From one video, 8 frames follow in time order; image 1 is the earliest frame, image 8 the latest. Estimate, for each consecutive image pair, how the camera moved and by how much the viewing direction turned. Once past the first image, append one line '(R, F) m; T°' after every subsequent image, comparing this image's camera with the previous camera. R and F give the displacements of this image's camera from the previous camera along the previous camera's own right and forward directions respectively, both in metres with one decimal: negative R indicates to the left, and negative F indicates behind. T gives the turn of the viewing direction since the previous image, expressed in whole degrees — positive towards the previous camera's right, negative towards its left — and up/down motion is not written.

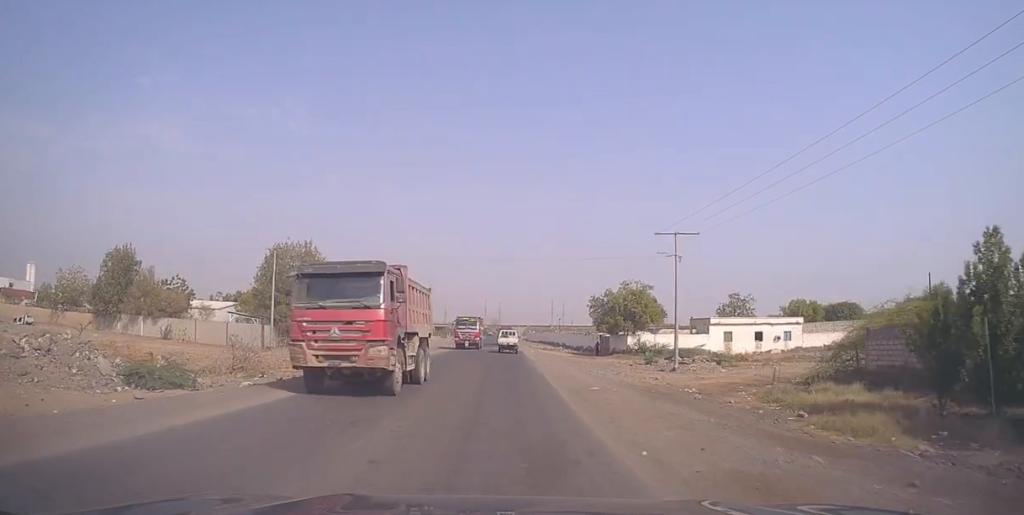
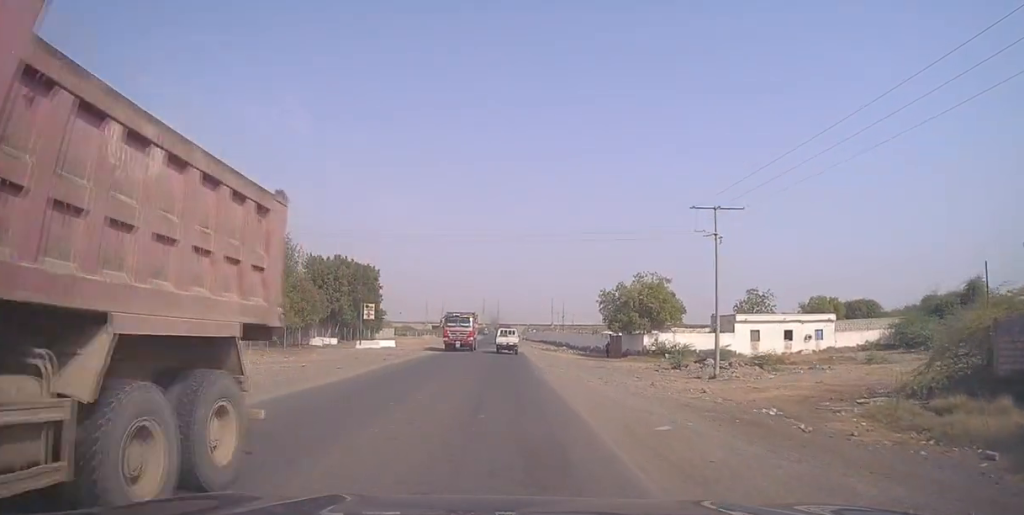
(+0.4, +8.5) m; +2°
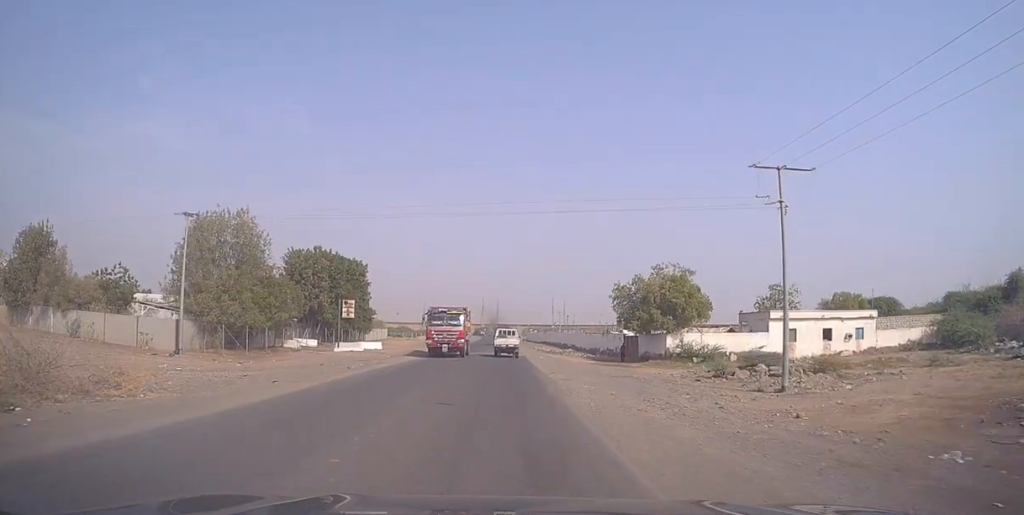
(0.0, +8.9) m; +1°
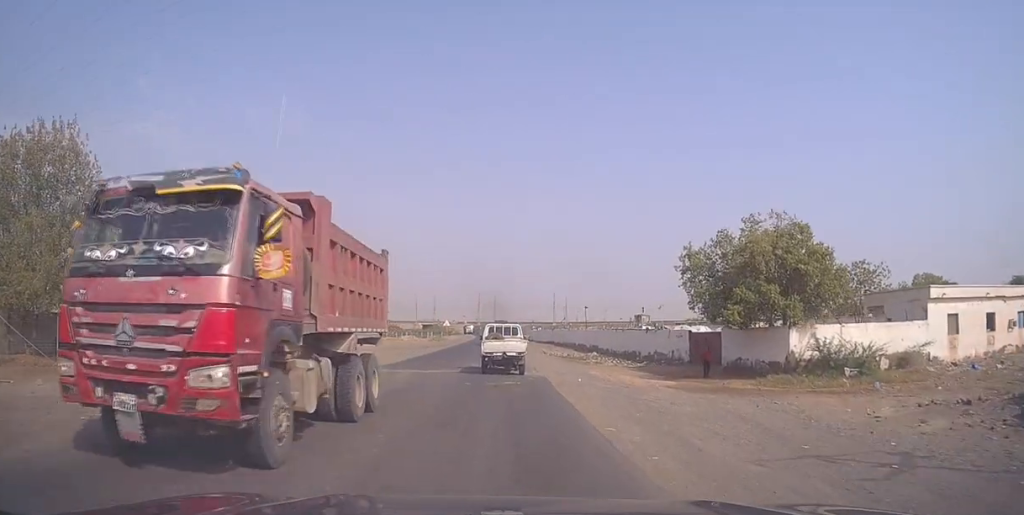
(+0.2, +24.6) m; 0°
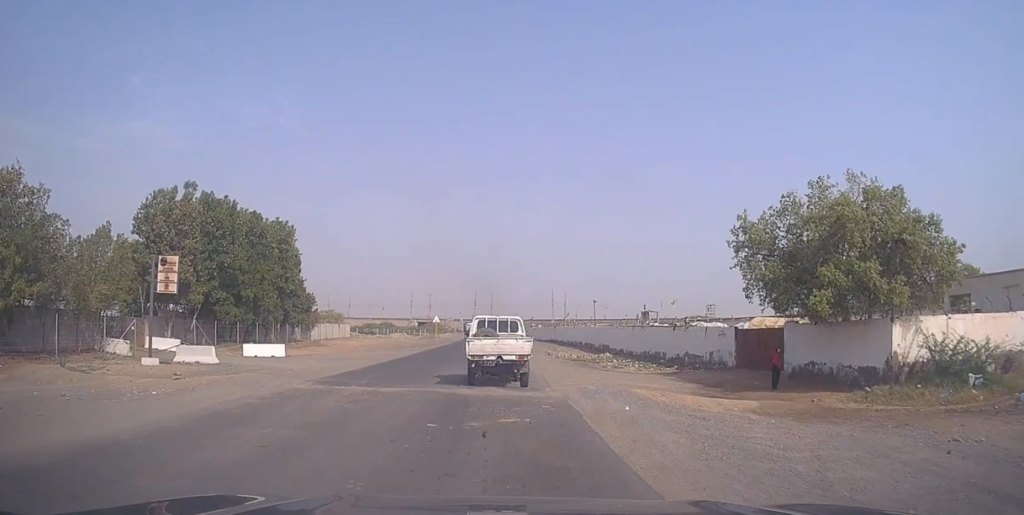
(-0.2, +10.4) m; -1°
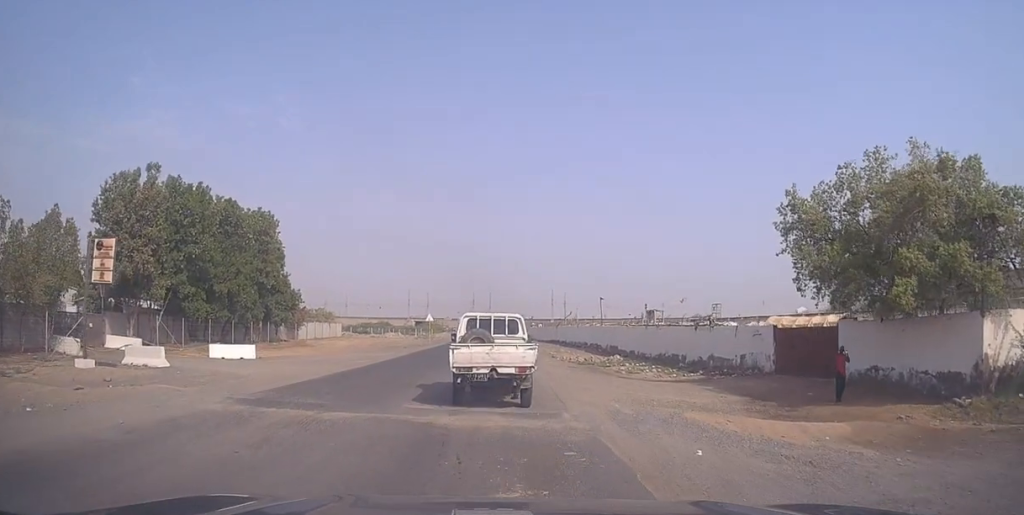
(-0.1, +6.4) m; -1°
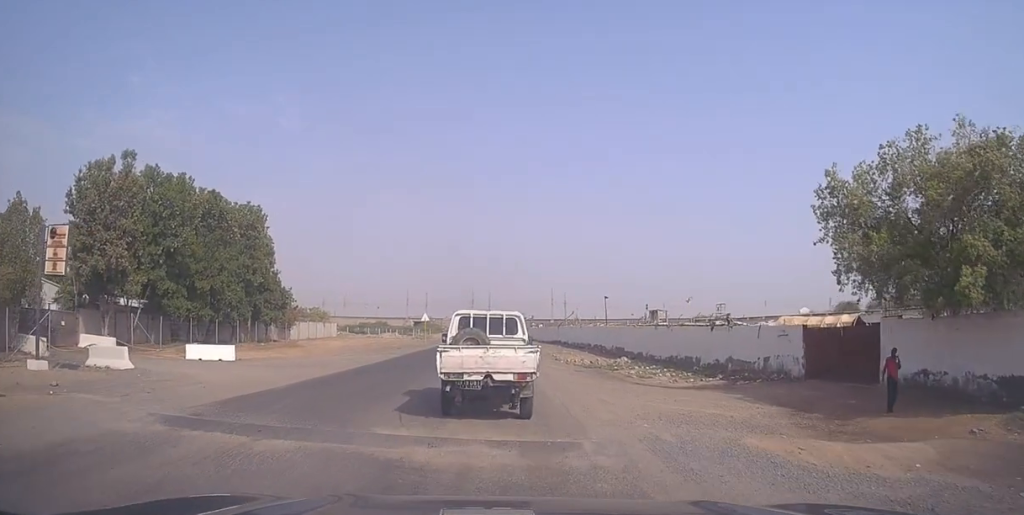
(0.0, +4.3) m; -1°
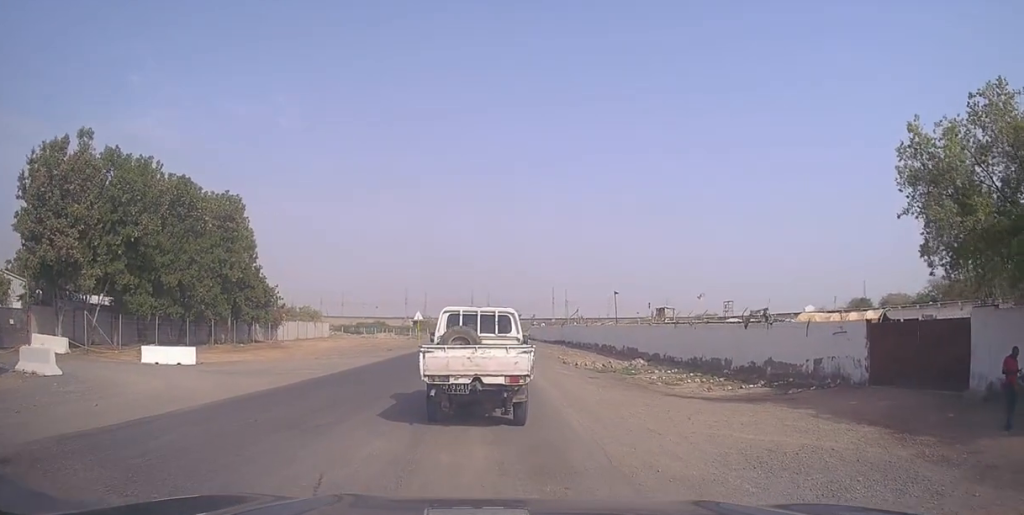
(0.0, +7.0) m; +5°
